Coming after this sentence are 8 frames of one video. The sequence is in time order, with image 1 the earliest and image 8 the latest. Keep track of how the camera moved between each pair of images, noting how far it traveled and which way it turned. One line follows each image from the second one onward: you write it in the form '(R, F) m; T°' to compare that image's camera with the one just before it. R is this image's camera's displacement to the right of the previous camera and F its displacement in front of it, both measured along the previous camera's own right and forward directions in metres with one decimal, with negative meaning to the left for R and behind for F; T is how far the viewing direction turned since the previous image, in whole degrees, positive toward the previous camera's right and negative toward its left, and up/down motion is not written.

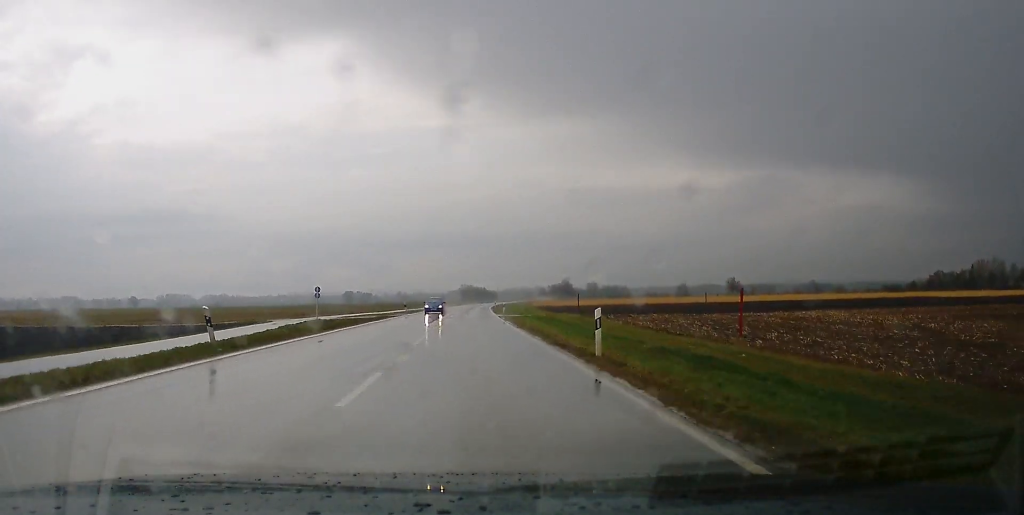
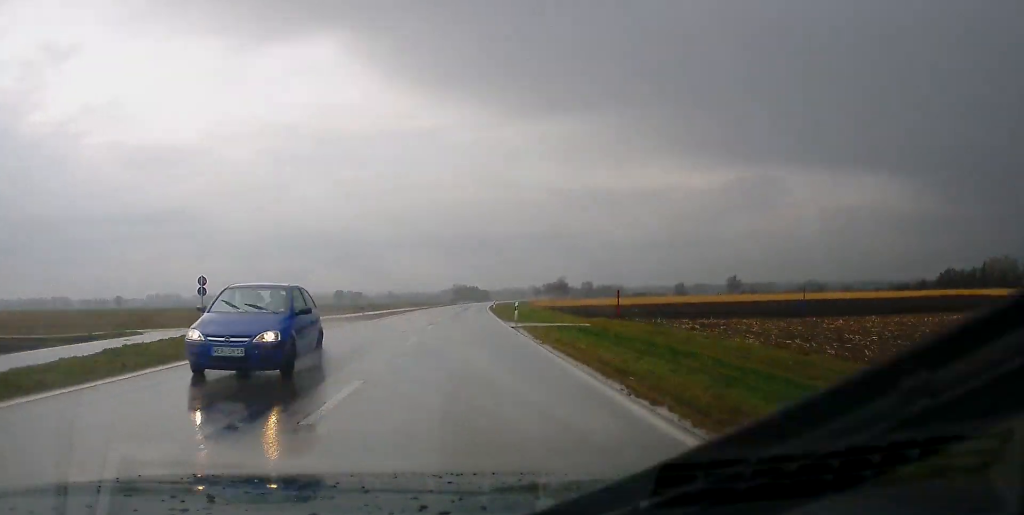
(+0.4, +25.2) m; 0°
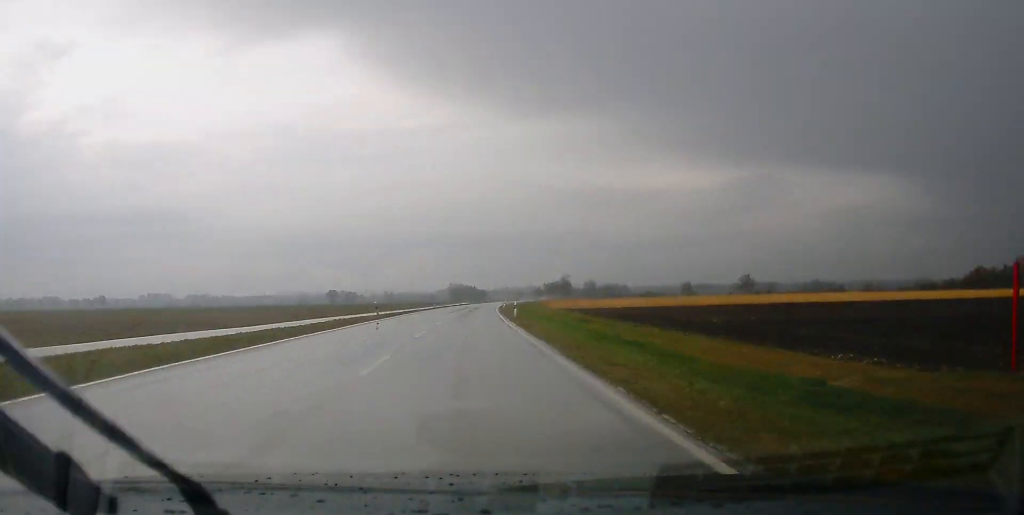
(-0.2, +44.3) m; +1°
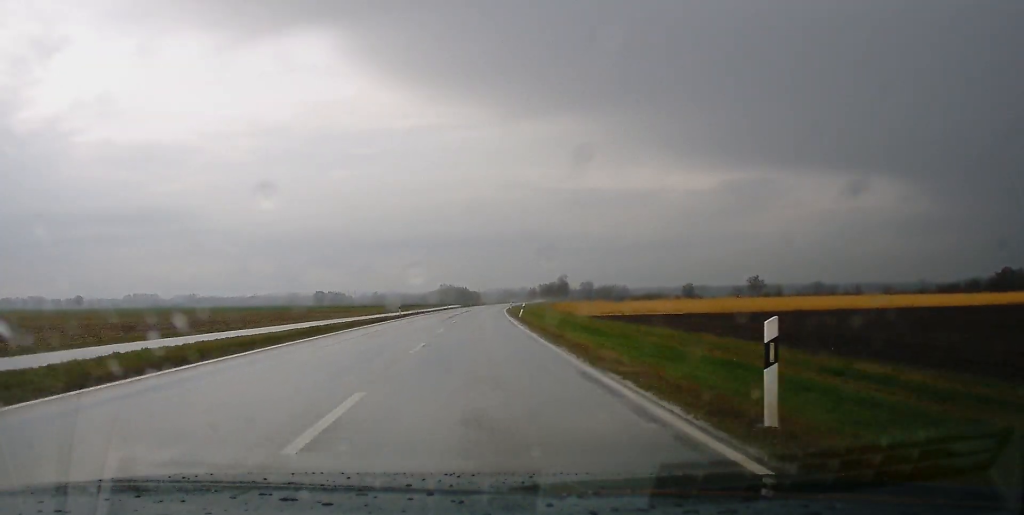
(+0.5, +42.8) m; +1°
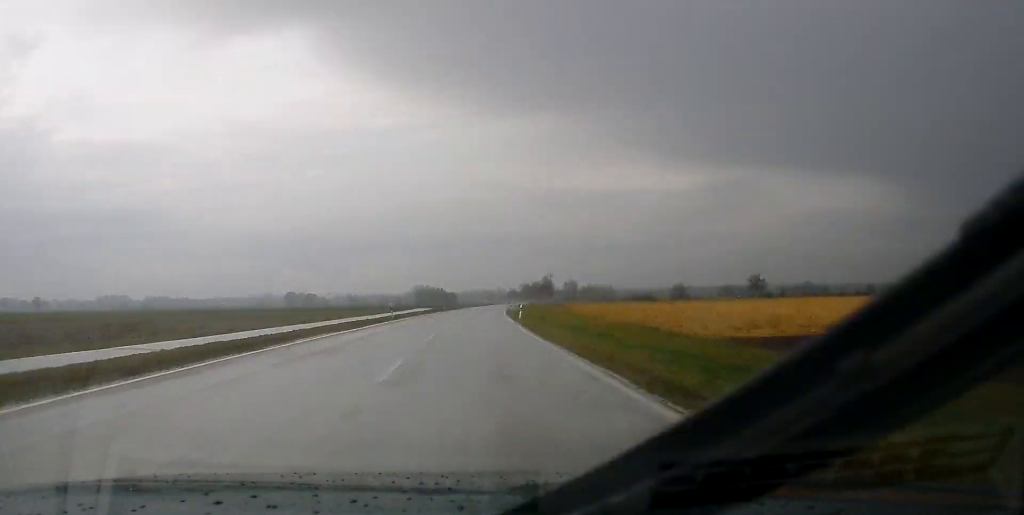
(+0.5, +52.8) m; +1°
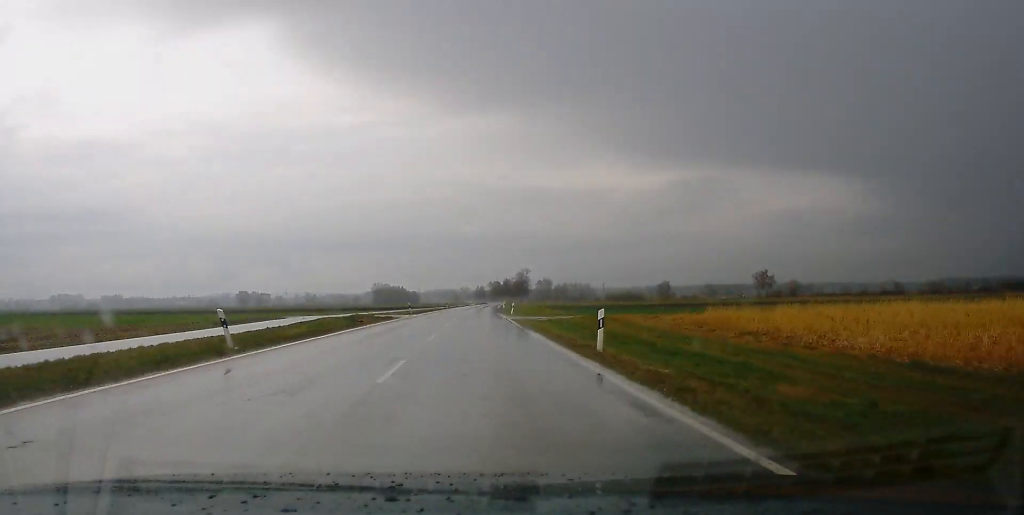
(+1.6, +81.1) m; +2°
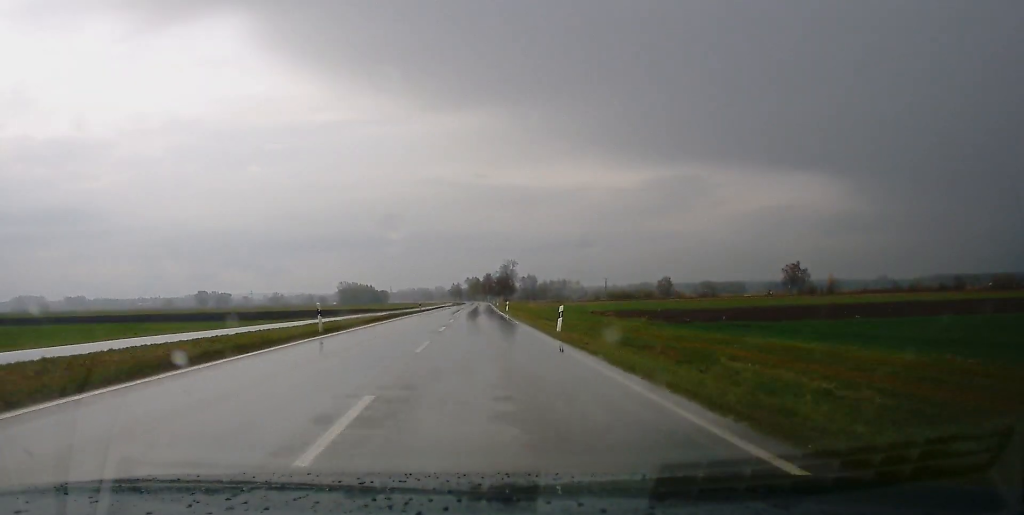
(+1.1, +89.5) m; +1°
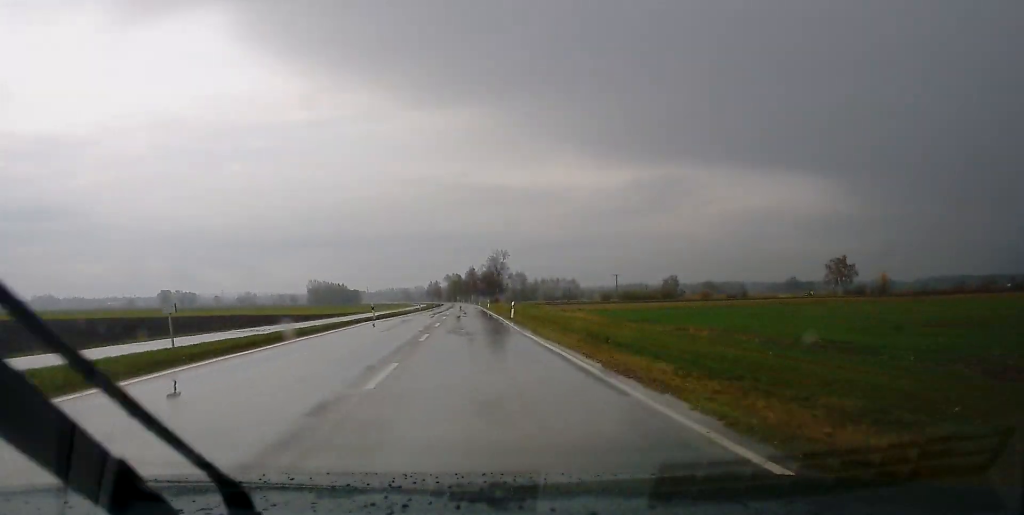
(+0.6, +79.1) m; +1°
